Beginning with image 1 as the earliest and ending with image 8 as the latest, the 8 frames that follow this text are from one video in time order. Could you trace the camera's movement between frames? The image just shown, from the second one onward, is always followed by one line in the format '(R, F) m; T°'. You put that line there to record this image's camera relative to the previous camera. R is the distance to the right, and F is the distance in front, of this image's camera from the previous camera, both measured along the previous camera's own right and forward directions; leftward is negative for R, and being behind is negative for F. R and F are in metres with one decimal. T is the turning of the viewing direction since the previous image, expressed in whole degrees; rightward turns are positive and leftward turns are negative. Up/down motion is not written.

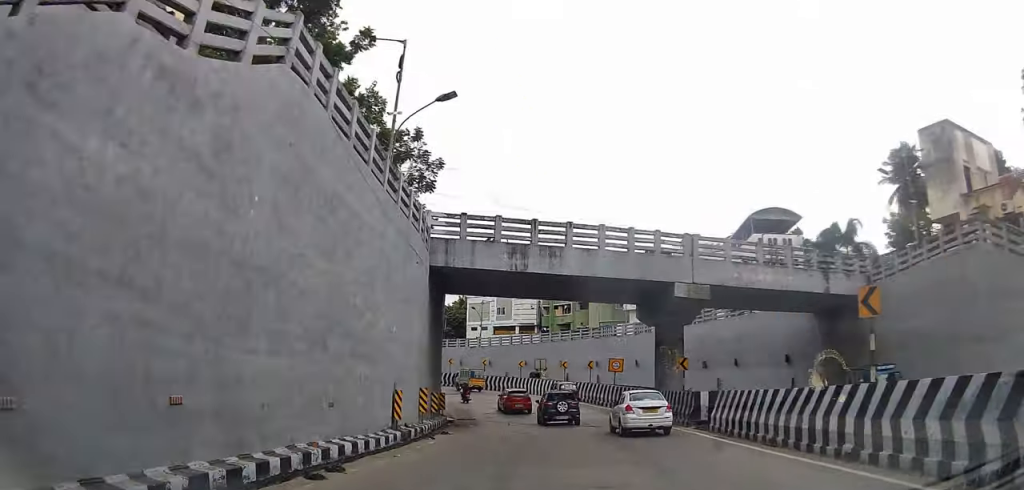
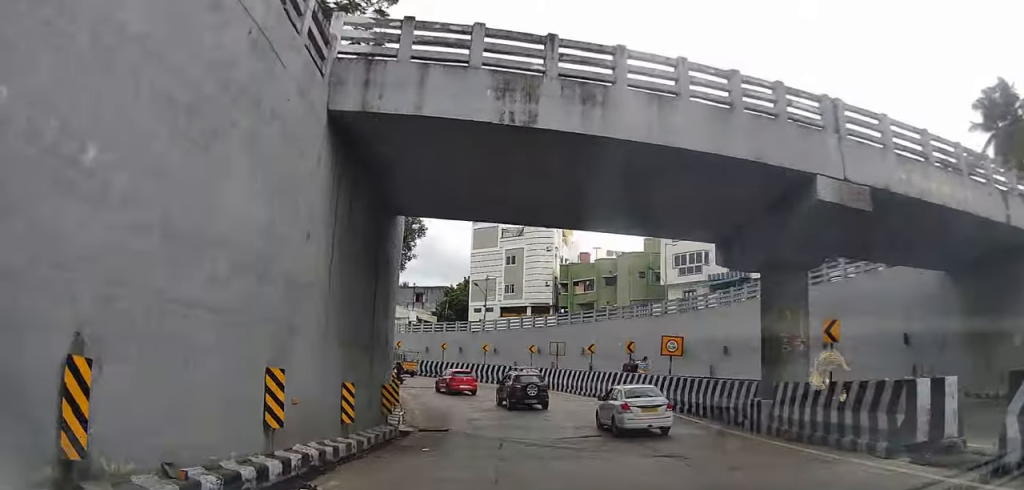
(-0.6, +14.2) m; -4°
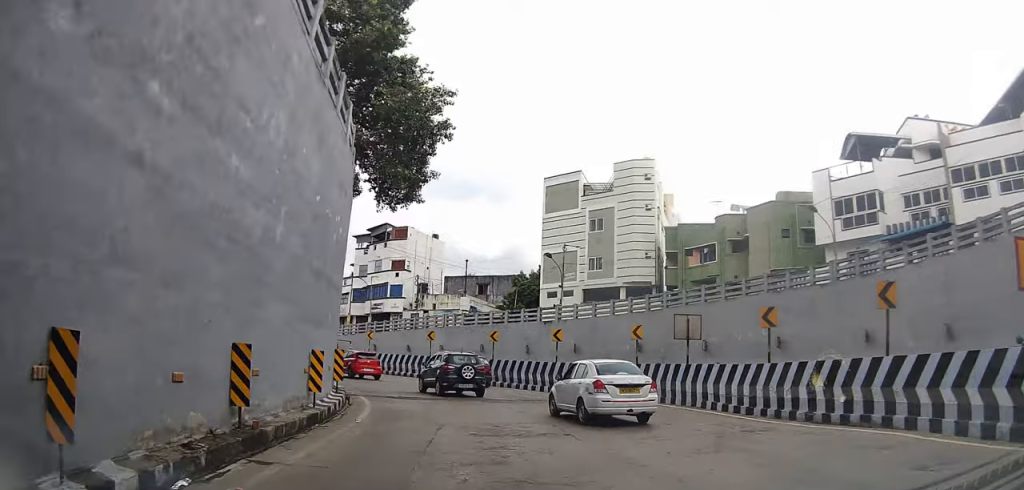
(-0.5, +17.4) m; -4°
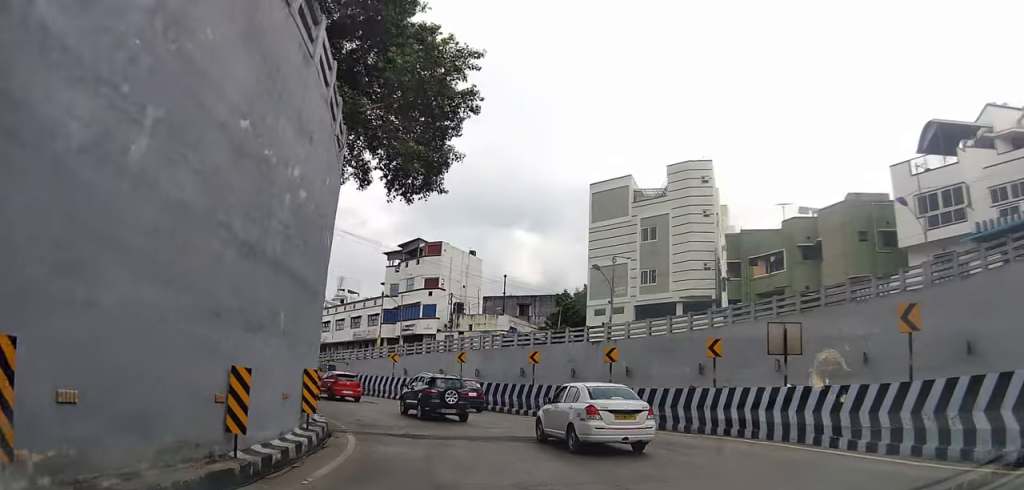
(-0.1, +5.3) m; -2°
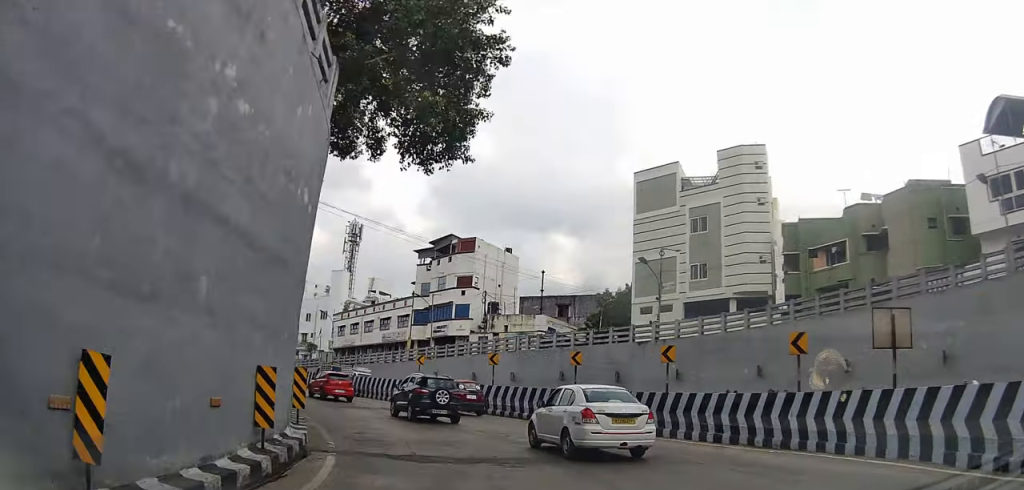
(+0.1, +4.4) m; -2°
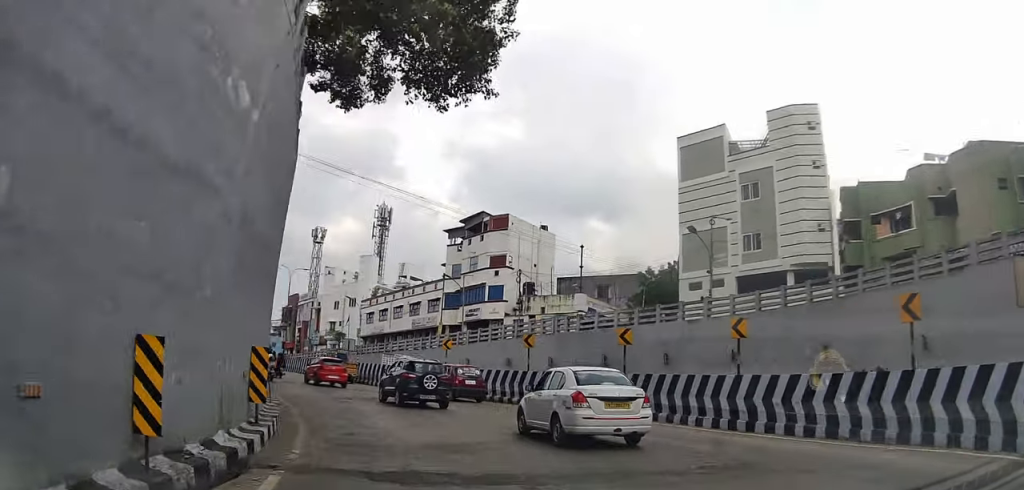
(-0.1, +3.9) m; -3°
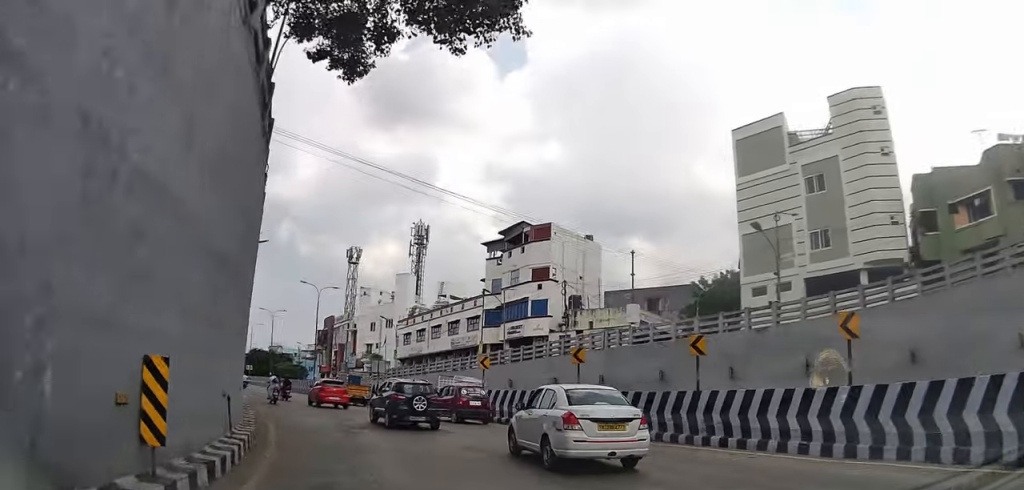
(0.0, +4.5) m; -3°
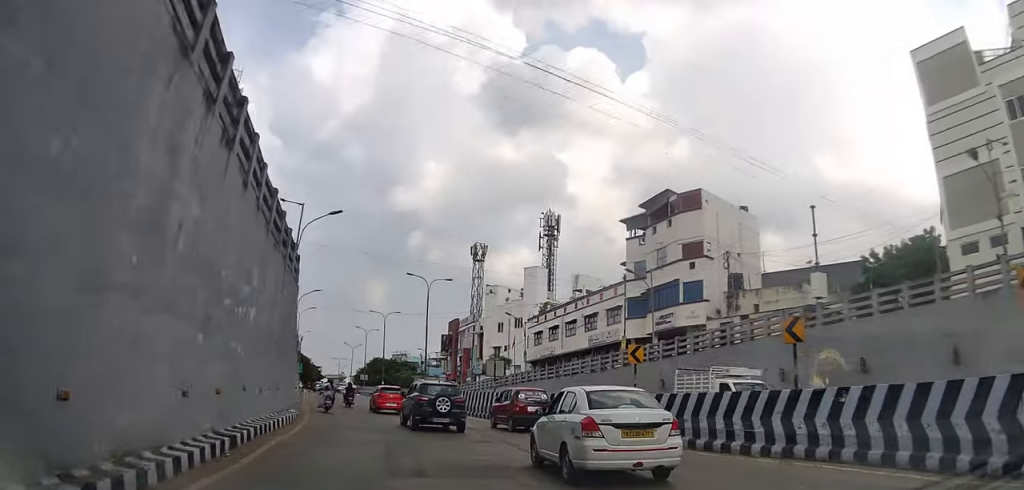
(-0.7, +10.6) m; -9°
